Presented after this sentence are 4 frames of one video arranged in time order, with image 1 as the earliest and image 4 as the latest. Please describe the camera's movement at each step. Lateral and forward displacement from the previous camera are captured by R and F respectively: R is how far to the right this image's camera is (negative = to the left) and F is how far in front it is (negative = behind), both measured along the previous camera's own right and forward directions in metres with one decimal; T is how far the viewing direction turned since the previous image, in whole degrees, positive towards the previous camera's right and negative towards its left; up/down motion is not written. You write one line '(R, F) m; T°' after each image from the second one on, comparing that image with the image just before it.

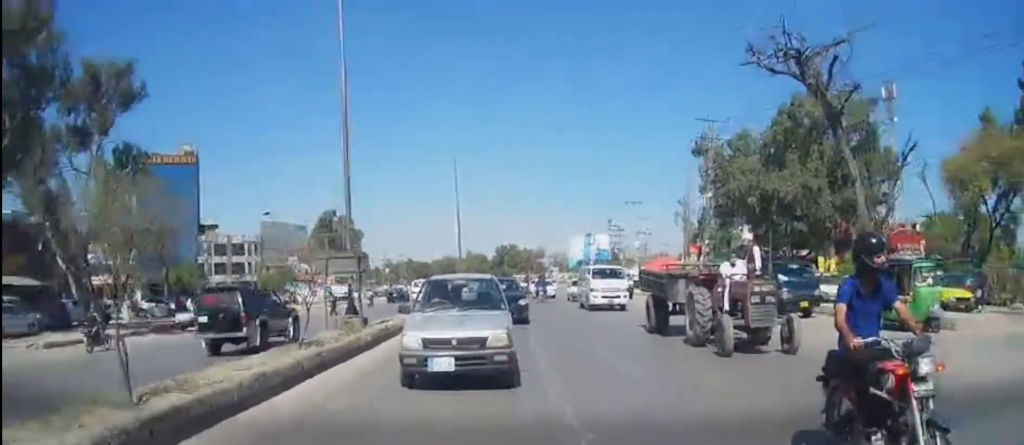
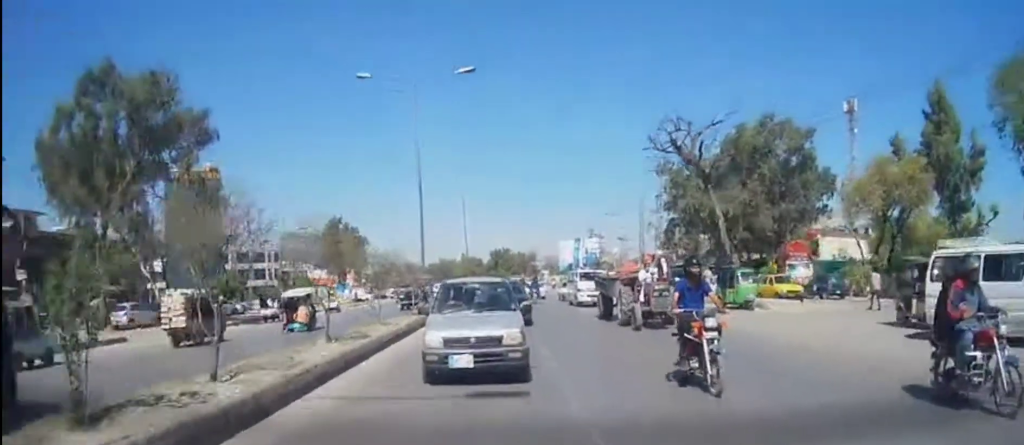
(0.0, +13.0) m; 0°
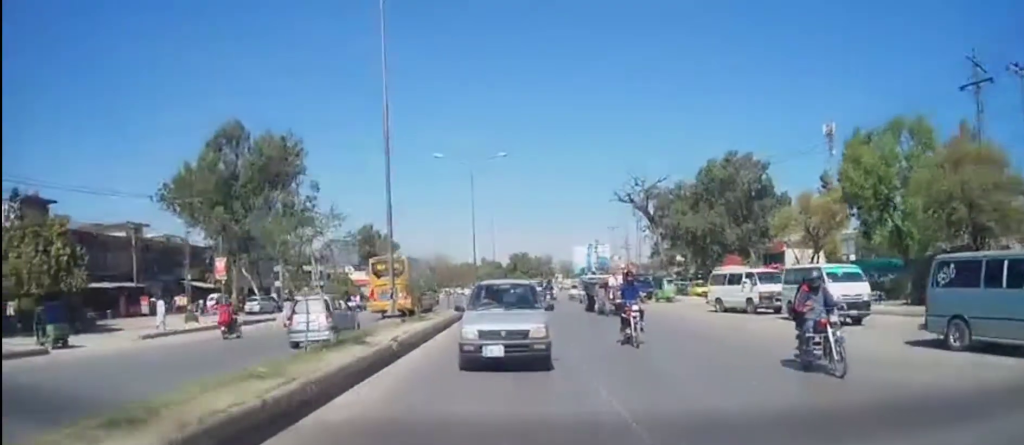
(0.0, +18.3) m; +1°
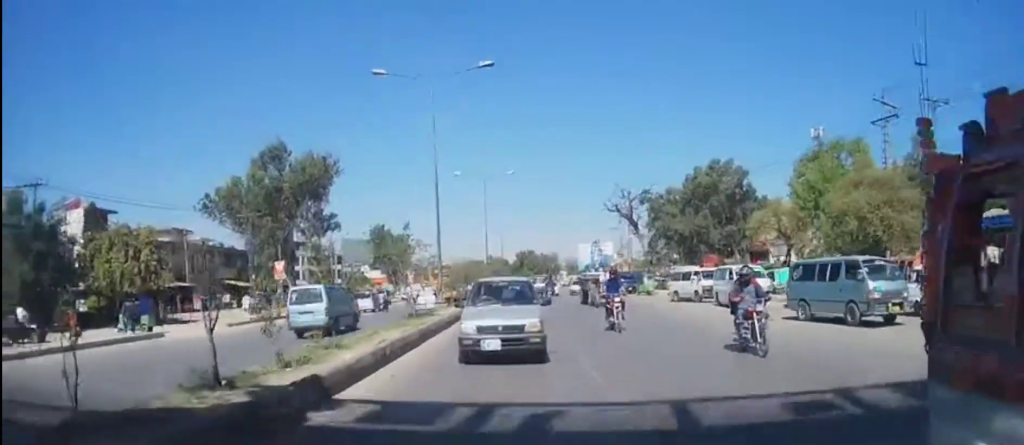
(+0.2, +9.8) m; -1°
